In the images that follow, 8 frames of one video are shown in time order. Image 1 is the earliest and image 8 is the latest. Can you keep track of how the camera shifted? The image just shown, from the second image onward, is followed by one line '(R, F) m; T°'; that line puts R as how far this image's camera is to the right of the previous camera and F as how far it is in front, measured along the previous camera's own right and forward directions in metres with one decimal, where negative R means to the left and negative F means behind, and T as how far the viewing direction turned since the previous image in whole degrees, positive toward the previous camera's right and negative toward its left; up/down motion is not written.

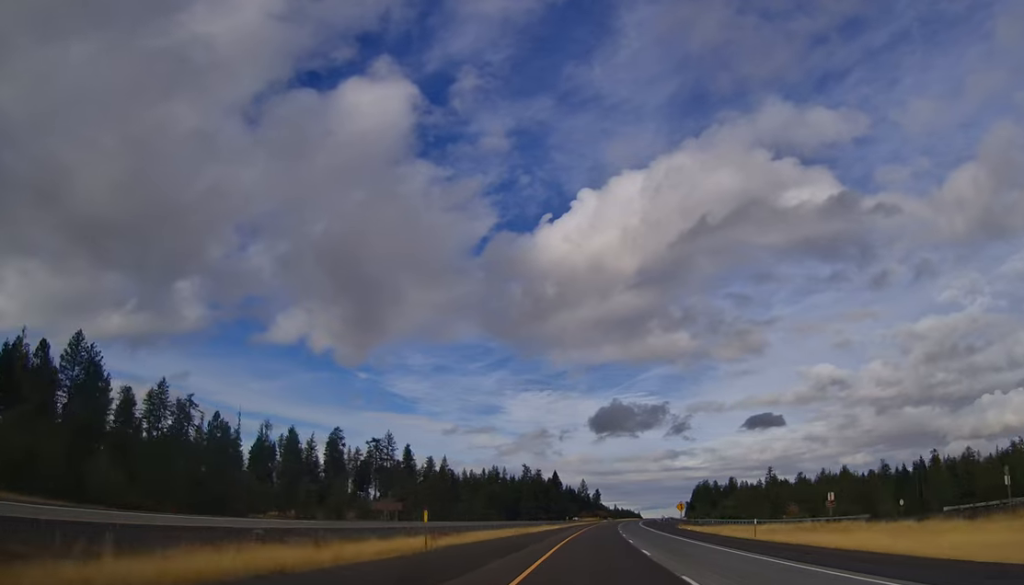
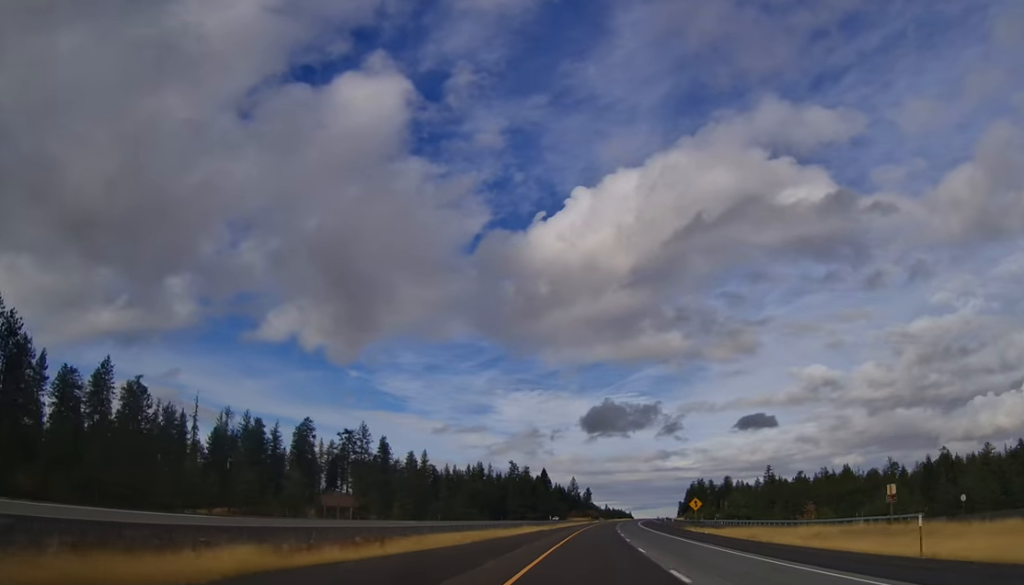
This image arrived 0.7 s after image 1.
(+0.5, +22.6) m; +1°
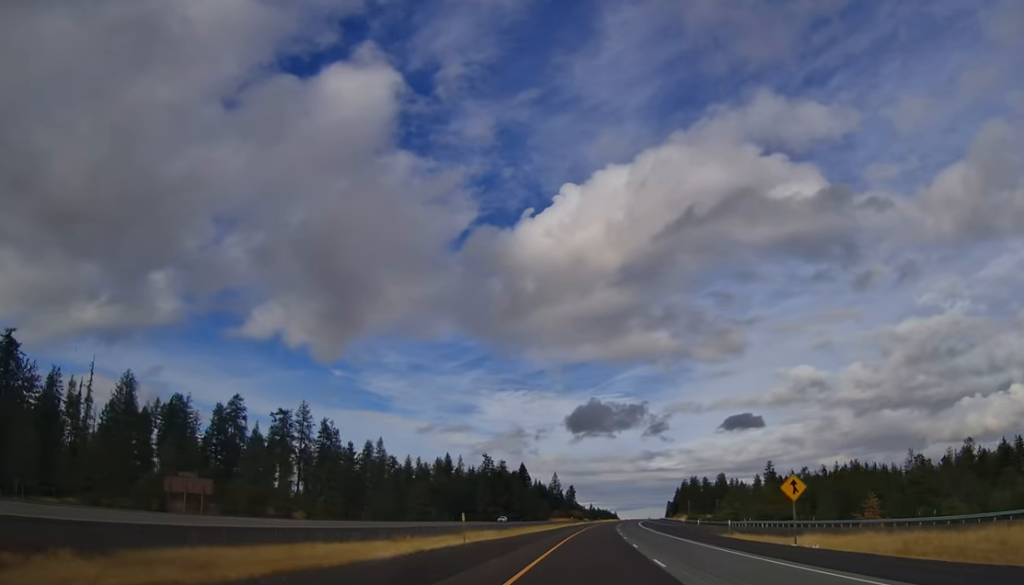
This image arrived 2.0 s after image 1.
(+0.9, +45.3) m; +2°
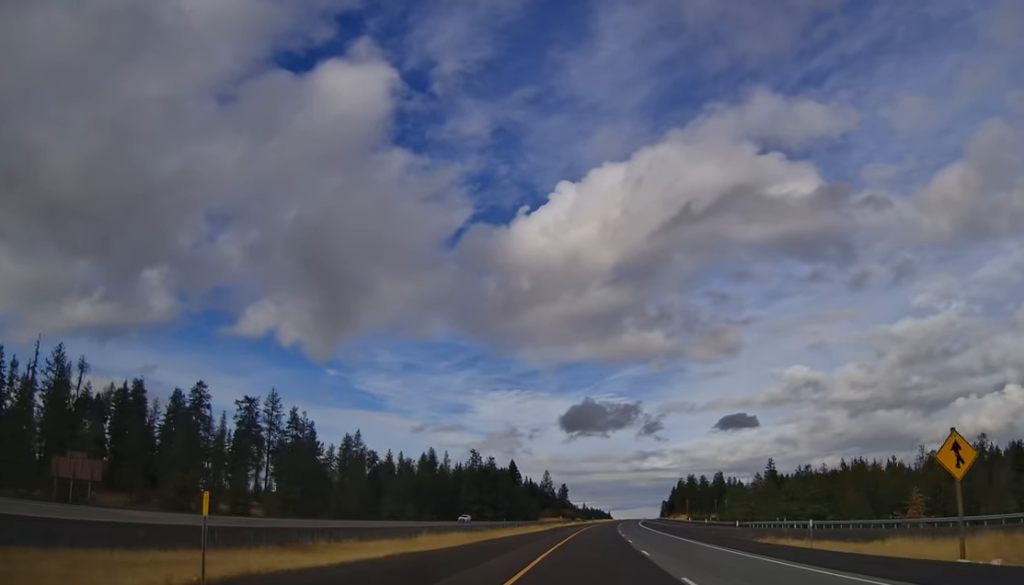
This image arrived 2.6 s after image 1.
(+0.2, +19.2) m; 0°
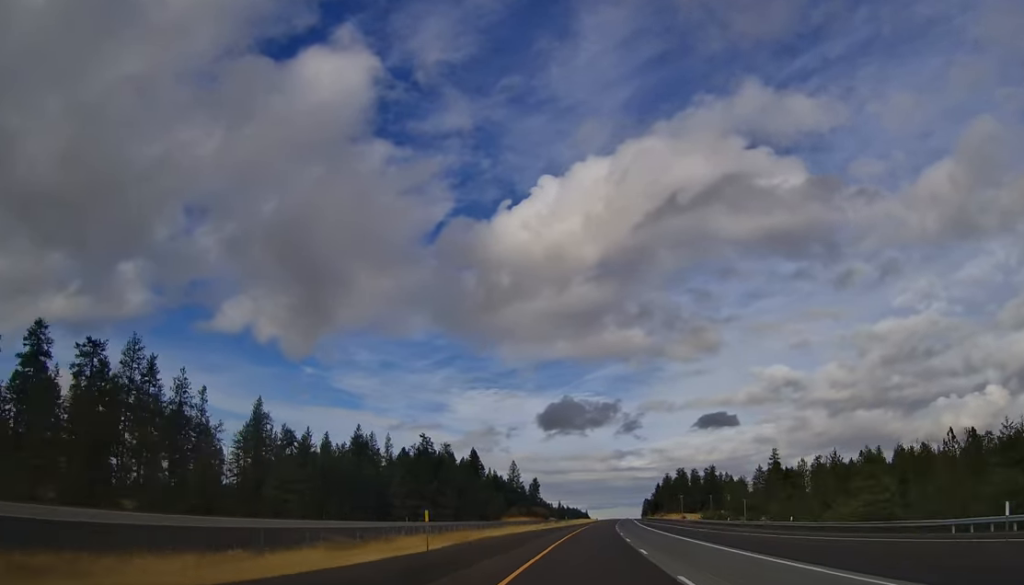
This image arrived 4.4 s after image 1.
(+0.2, +61.9) m; +1°
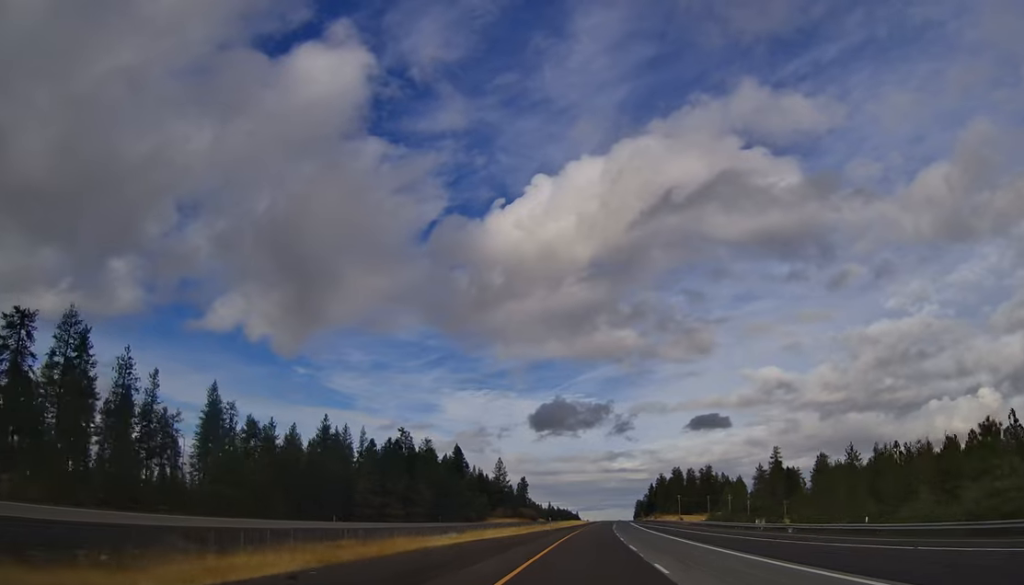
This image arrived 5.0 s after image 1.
(0.0, +20.2) m; +1°
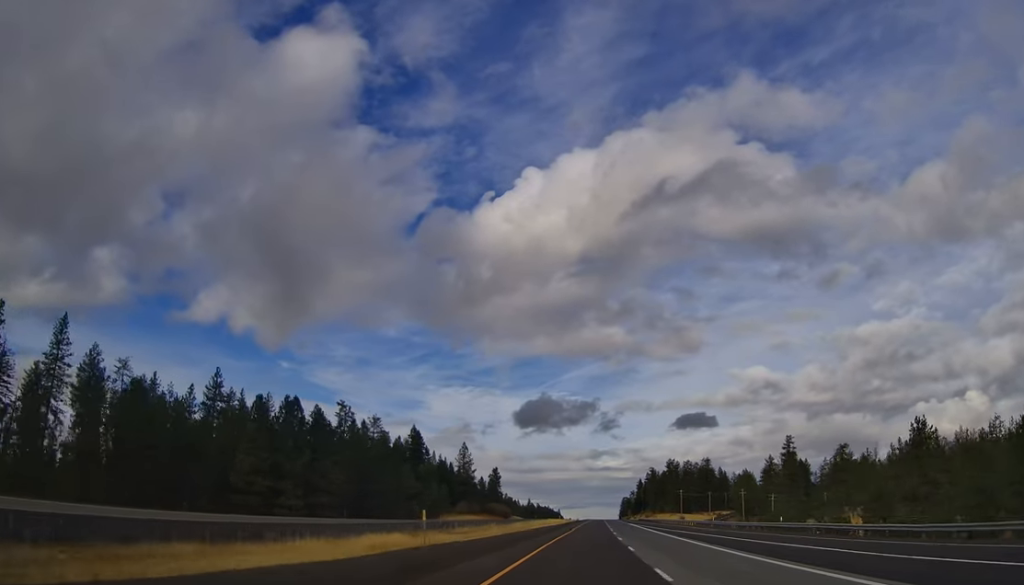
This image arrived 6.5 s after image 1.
(+1.0, +51.8) m; +1°
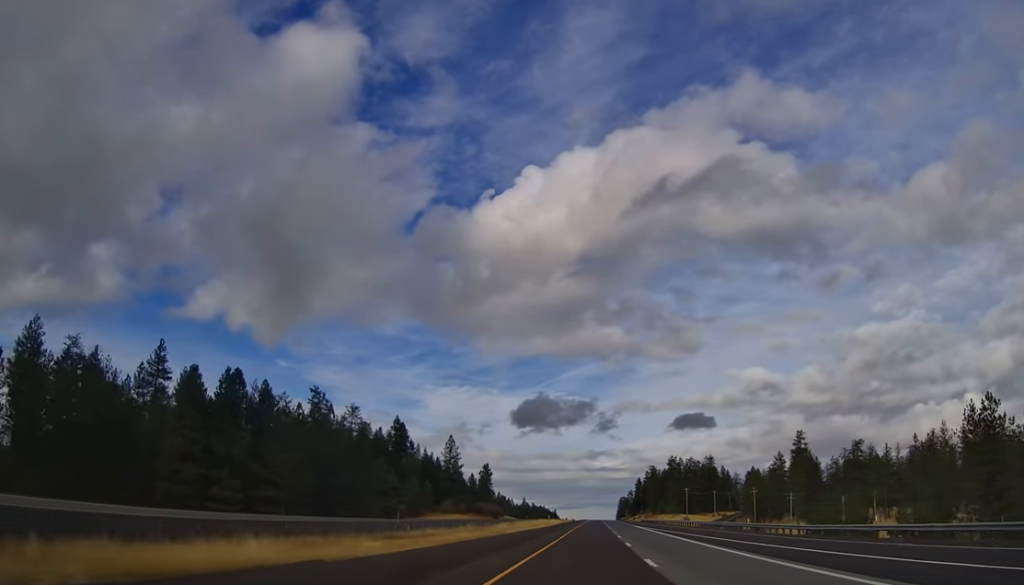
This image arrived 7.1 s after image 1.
(-0.4, +20.2) m; 0°
